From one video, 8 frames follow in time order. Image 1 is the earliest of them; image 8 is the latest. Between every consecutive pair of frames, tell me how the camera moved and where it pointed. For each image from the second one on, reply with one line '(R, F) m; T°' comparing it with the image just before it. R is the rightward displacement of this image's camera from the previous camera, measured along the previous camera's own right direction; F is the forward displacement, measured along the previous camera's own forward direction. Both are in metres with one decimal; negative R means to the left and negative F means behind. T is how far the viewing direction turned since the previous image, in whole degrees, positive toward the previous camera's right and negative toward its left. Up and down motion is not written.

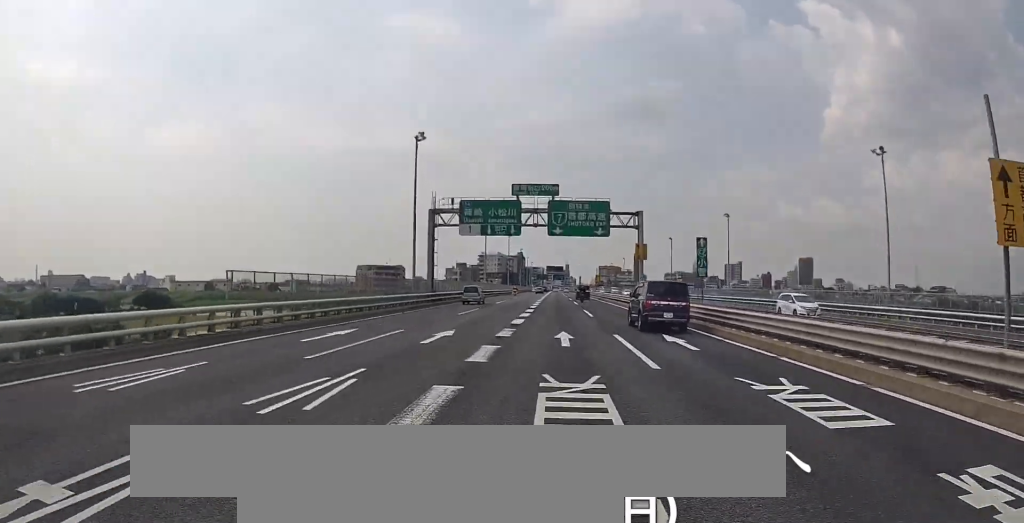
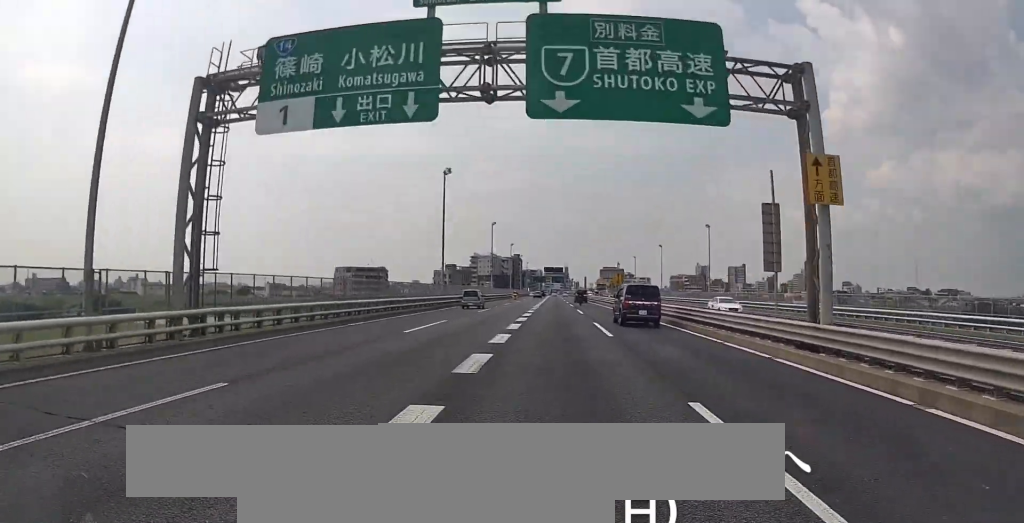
(+0.2, +30.4) m; +1°
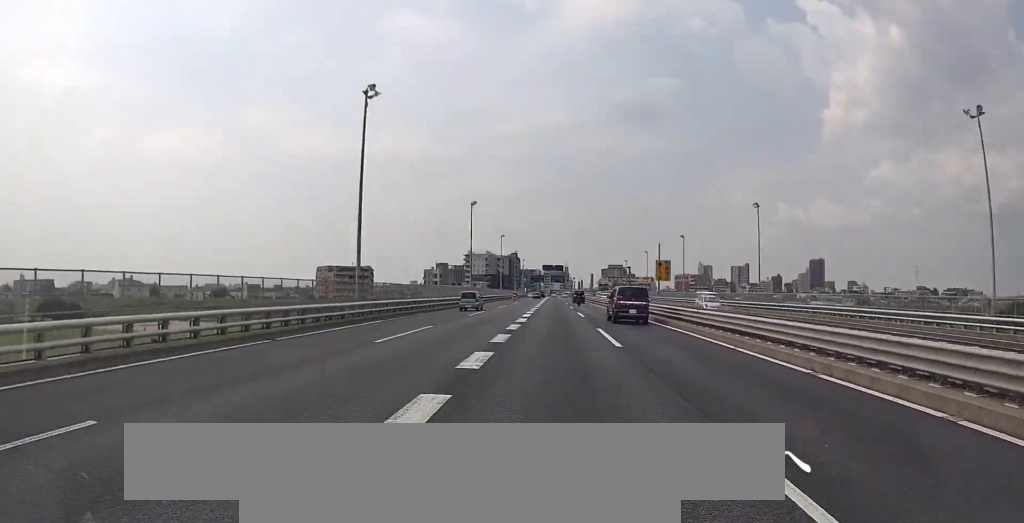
(+0.1, +22.7) m; 0°
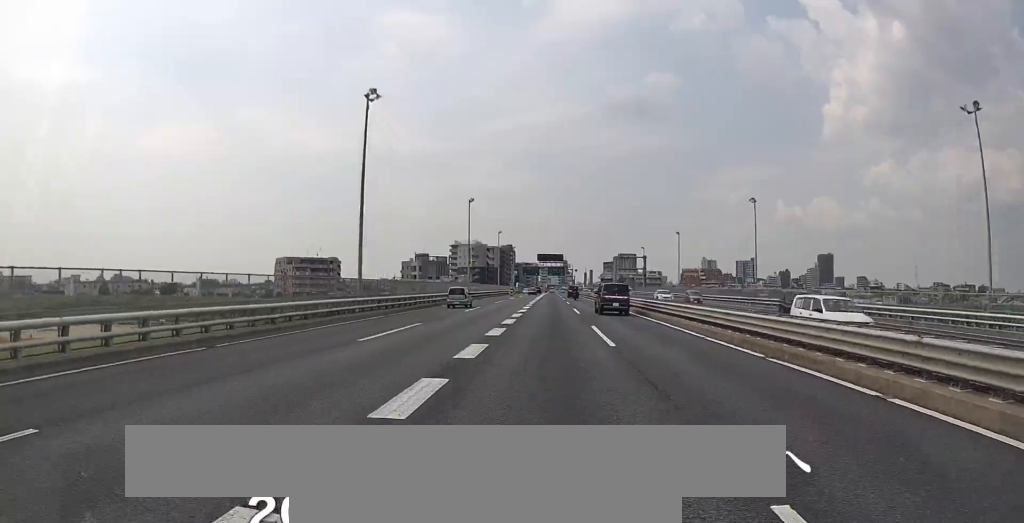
(+0.4, +39.9) m; 0°
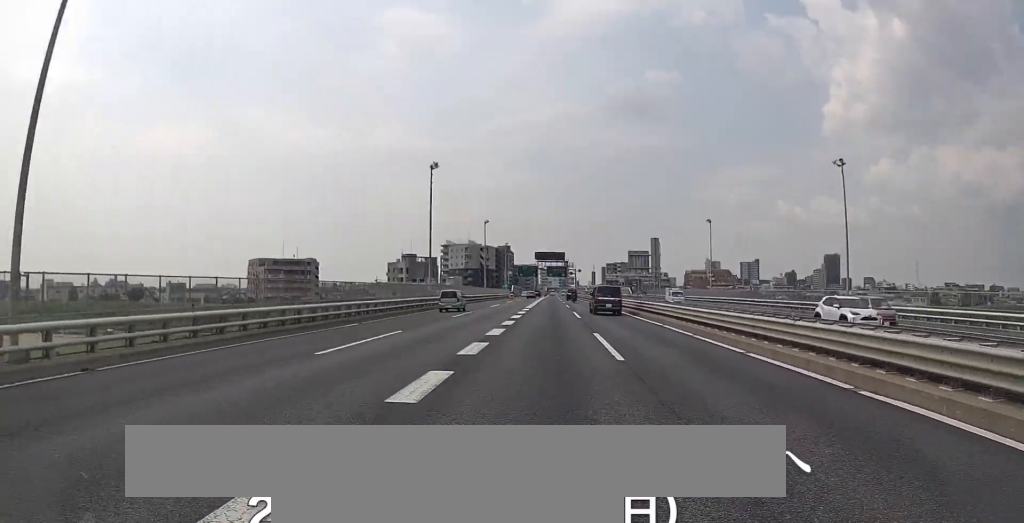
(-0.3, +22.5) m; -1°
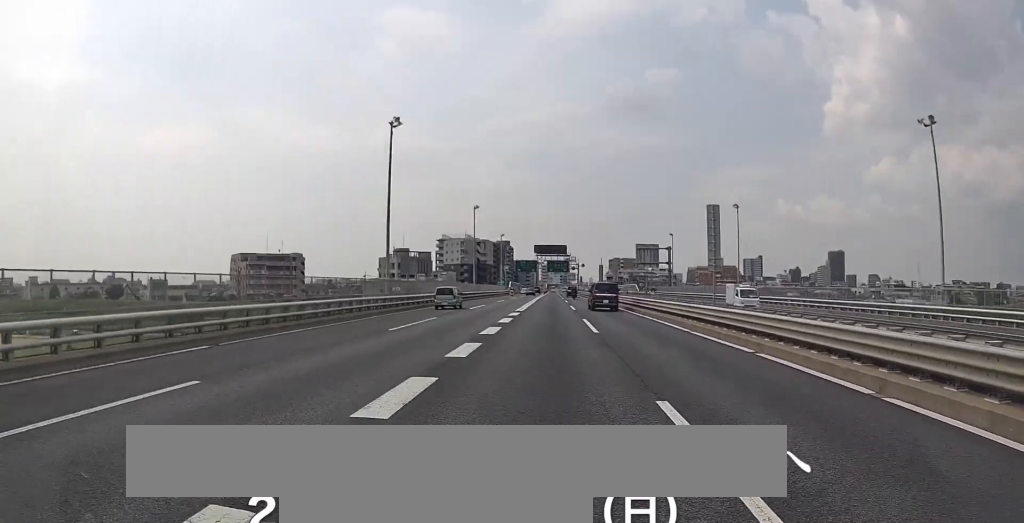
(-0.4, +12.5) m; 0°
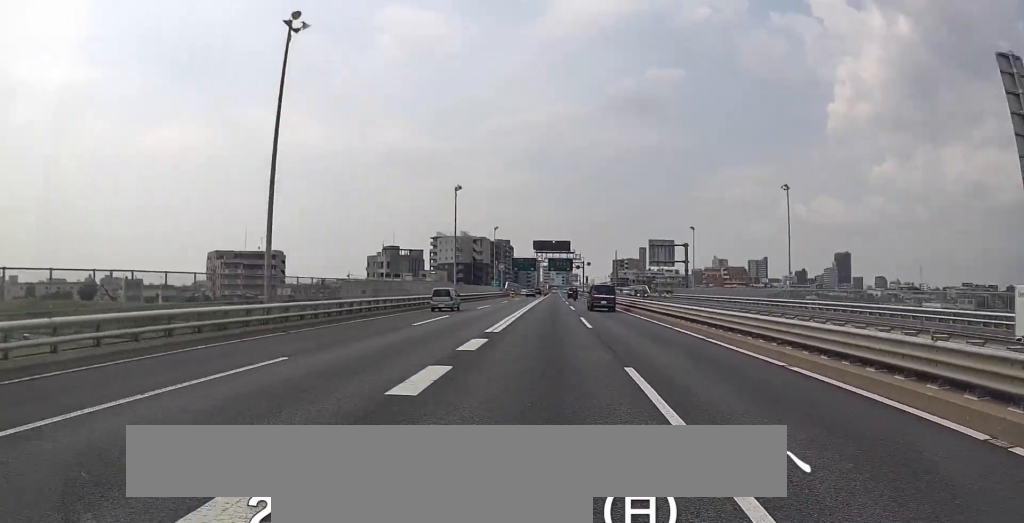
(+0.7, +17.6) m; +2°
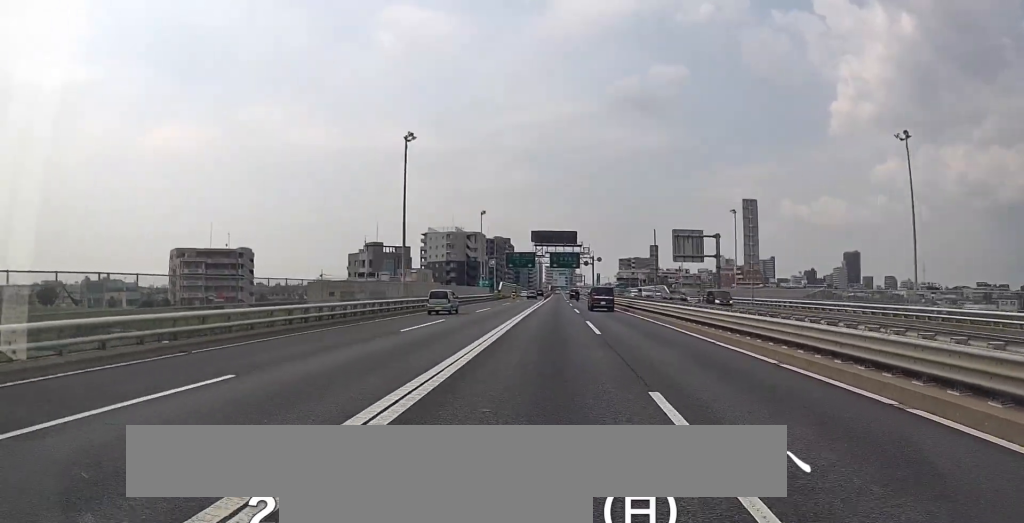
(+0.2, +22.3) m; +1°
